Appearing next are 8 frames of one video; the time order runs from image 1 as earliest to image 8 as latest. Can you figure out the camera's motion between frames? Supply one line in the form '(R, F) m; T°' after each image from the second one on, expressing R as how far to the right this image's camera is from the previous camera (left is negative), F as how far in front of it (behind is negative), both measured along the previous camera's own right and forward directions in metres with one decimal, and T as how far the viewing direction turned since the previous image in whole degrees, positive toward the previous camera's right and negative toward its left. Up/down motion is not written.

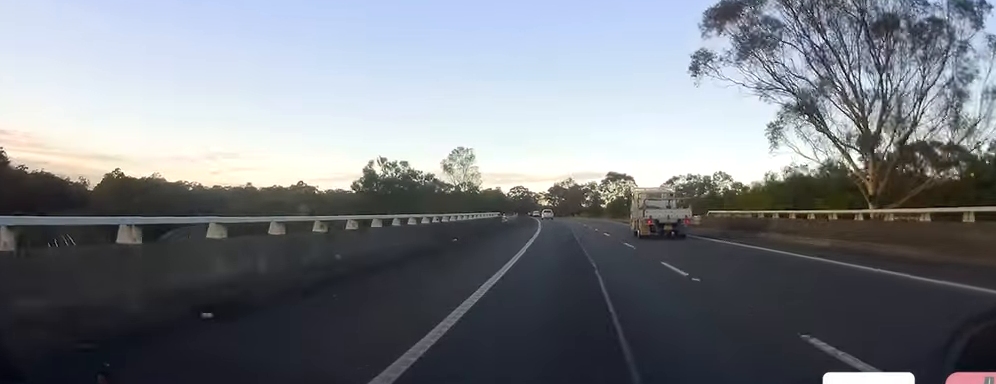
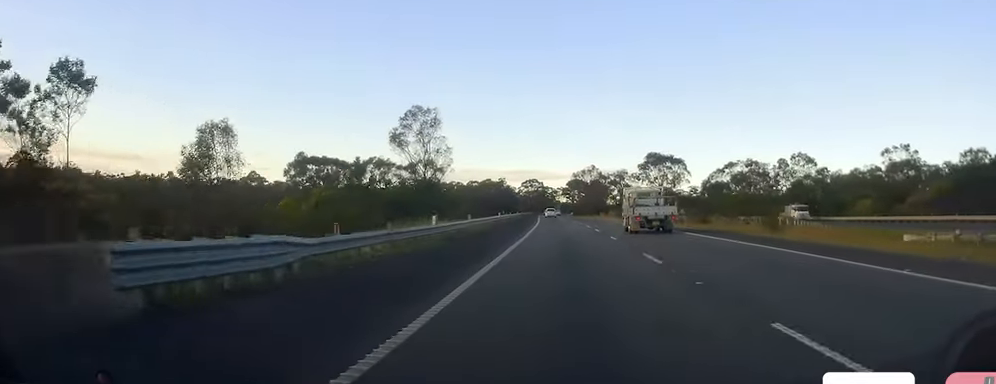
(+0.9, +54.6) m; 0°
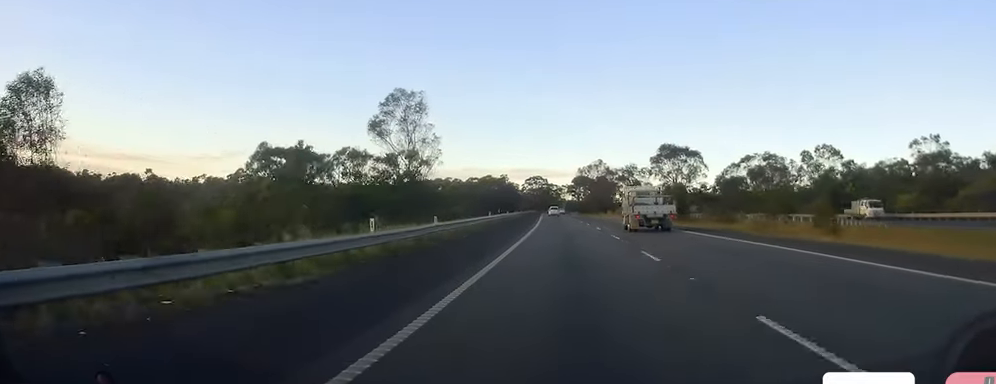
(-0.2, +11.5) m; -1°
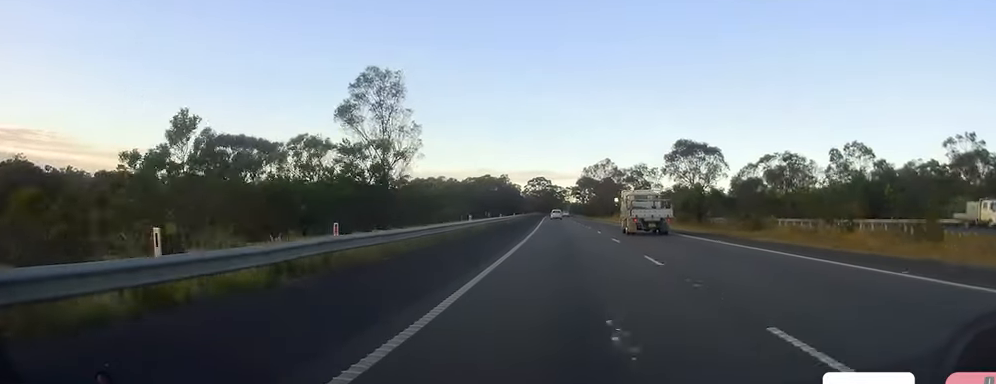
(-0.1, +12.5) m; -1°
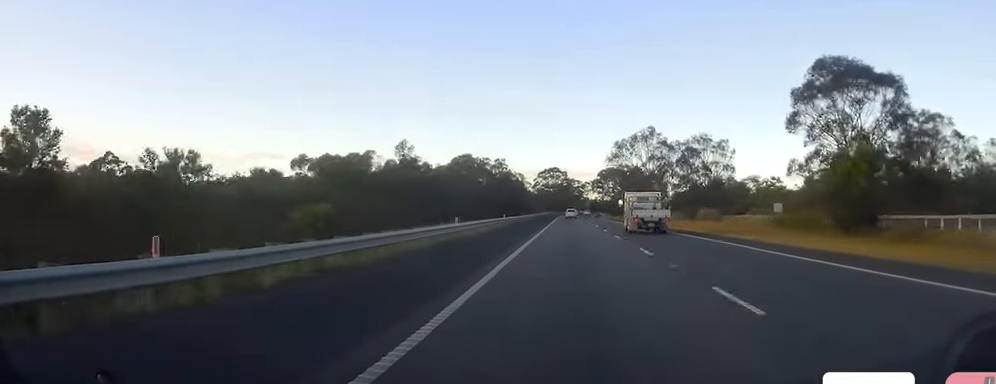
(0.0, +55.4) m; -1°
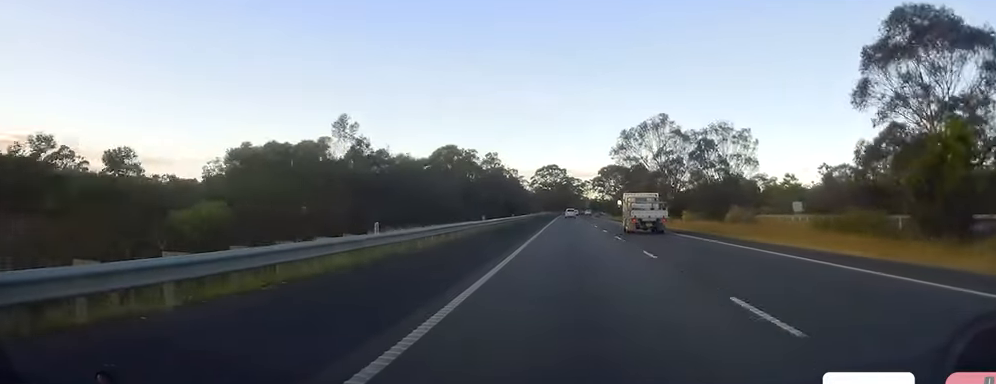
(-0.5, +13.3) m; -1°
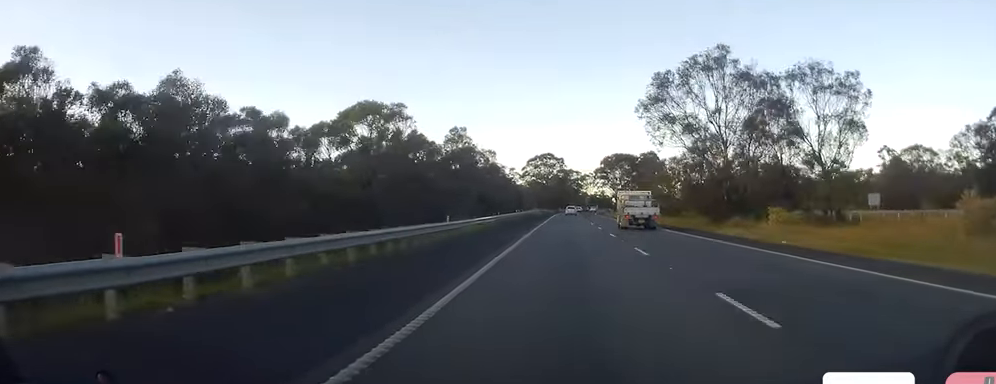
(-0.4, +35.3) m; 0°
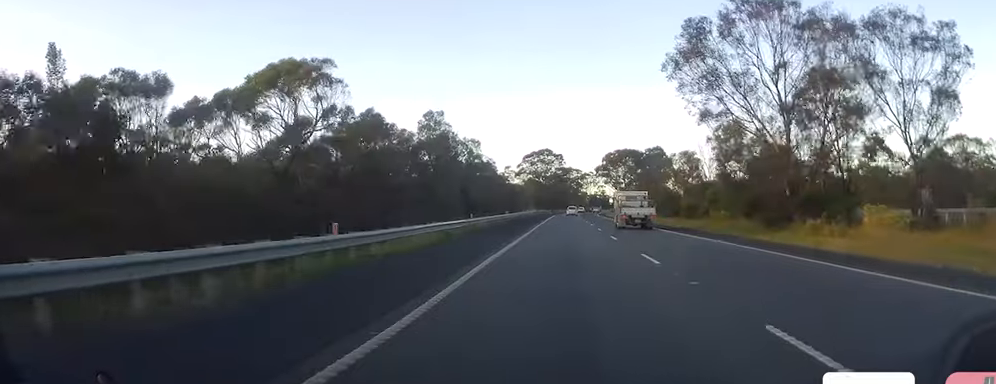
(+0.1, +15.3) m; +1°
